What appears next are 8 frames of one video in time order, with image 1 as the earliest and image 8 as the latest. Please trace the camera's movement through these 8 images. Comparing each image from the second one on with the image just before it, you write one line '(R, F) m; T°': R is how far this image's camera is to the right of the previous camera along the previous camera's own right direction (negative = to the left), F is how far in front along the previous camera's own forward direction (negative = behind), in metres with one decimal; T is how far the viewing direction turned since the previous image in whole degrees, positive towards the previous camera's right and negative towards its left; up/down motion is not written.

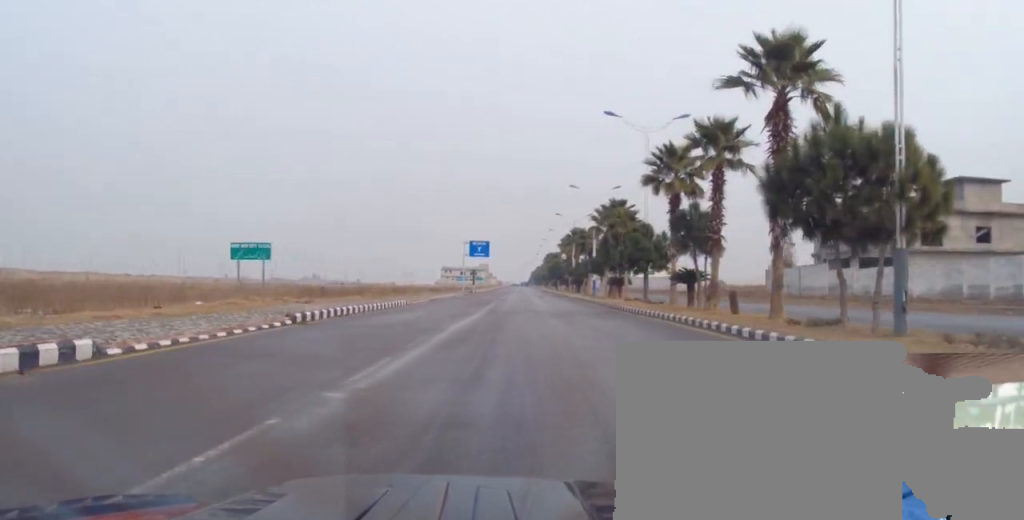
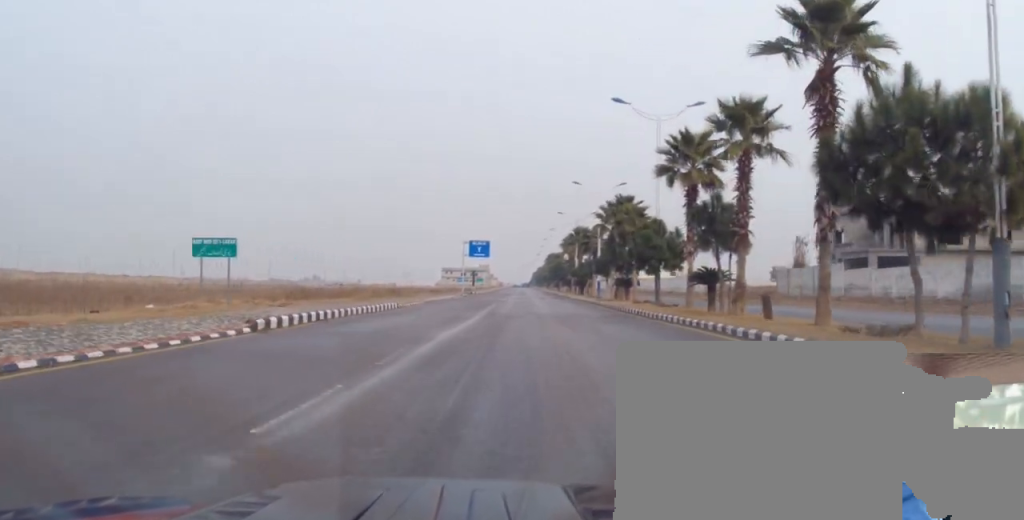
(+0.1, +3.1) m; 0°
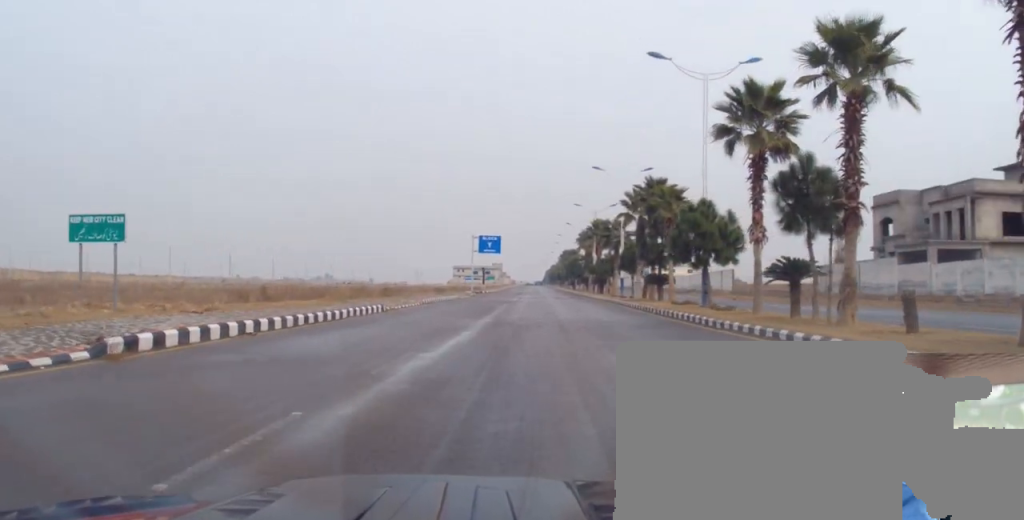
(-0.2, +7.5) m; -1°
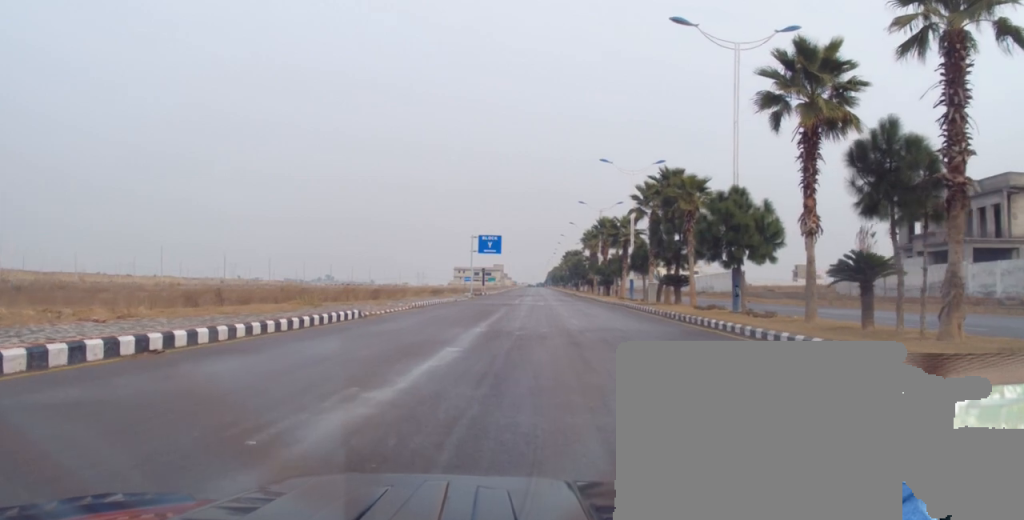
(0.0, +4.4) m; 0°
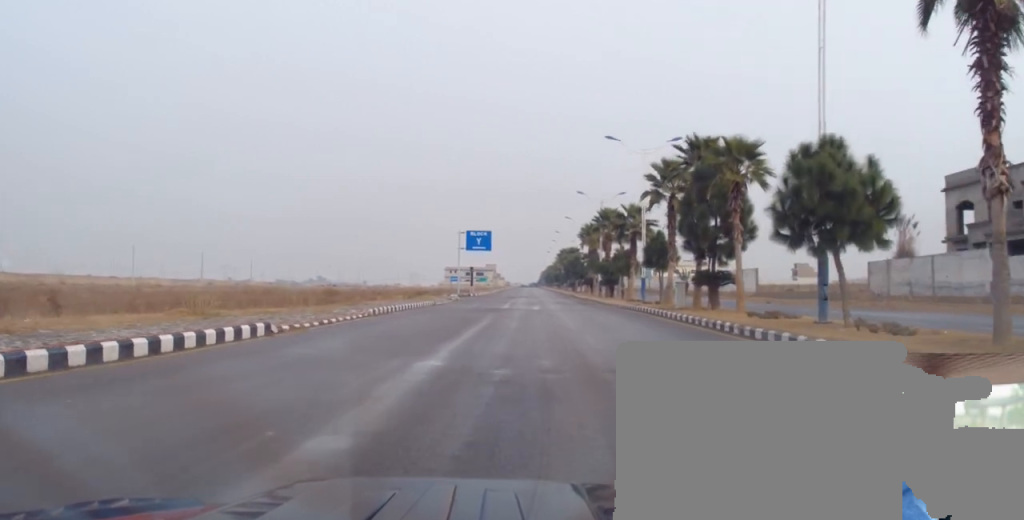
(+0.1, +8.7) m; -2°
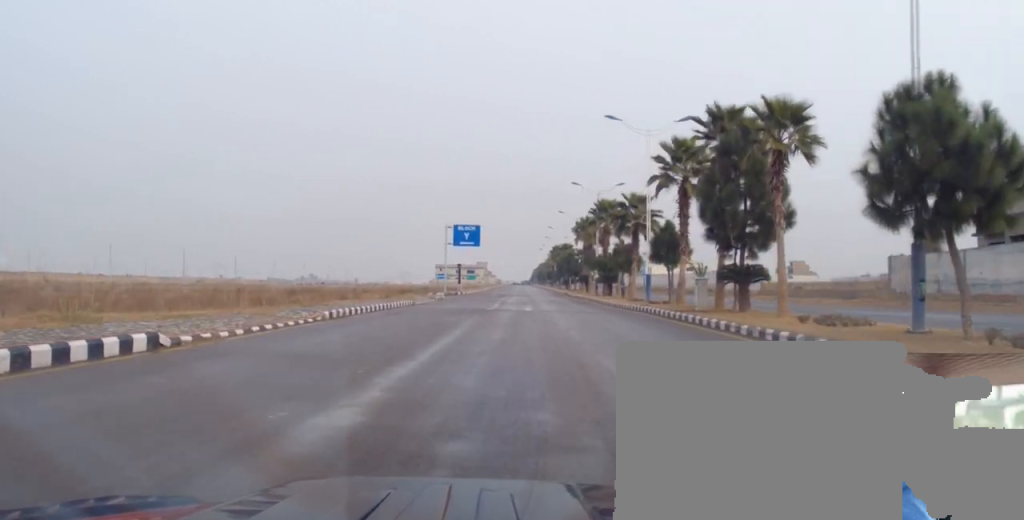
(-0.2, +5.2) m; +1°
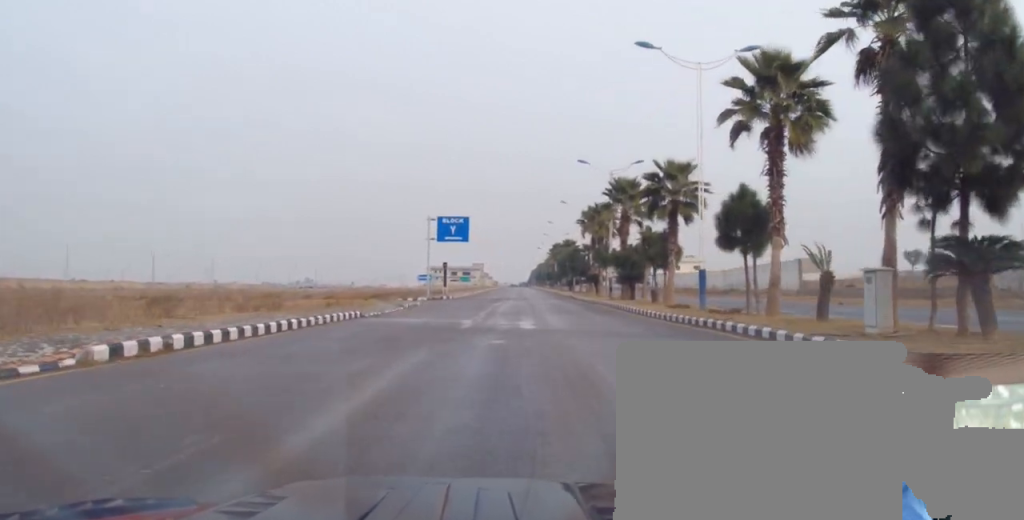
(+0.6, +12.8) m; +1°
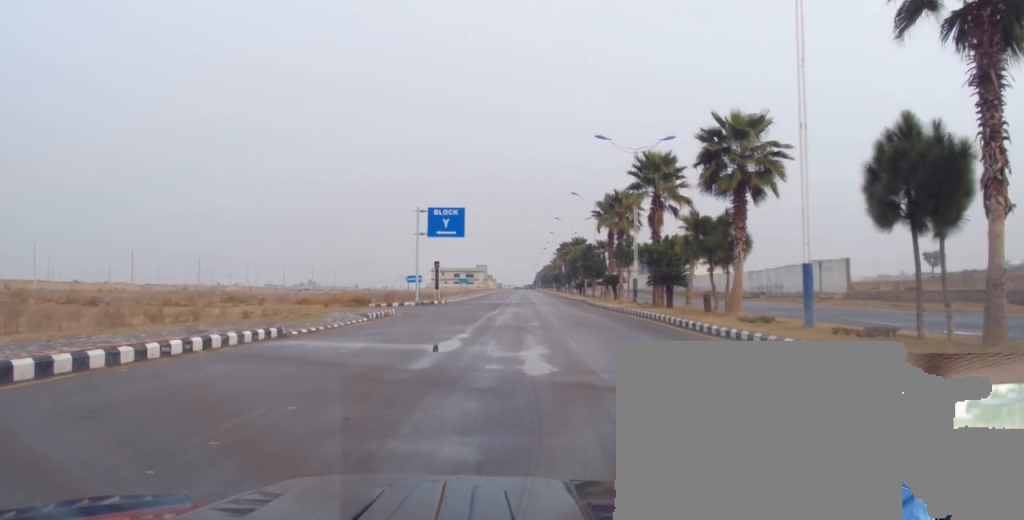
(-0.1, +10.4) m; +2°
